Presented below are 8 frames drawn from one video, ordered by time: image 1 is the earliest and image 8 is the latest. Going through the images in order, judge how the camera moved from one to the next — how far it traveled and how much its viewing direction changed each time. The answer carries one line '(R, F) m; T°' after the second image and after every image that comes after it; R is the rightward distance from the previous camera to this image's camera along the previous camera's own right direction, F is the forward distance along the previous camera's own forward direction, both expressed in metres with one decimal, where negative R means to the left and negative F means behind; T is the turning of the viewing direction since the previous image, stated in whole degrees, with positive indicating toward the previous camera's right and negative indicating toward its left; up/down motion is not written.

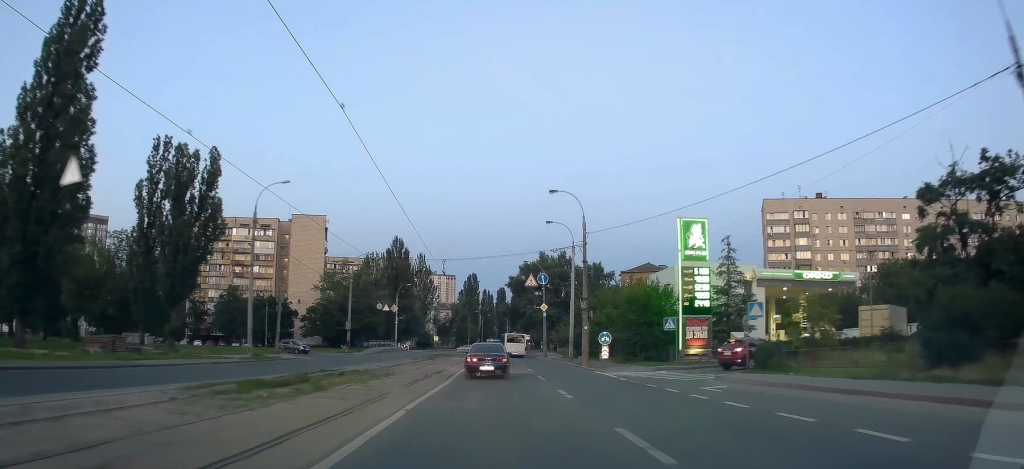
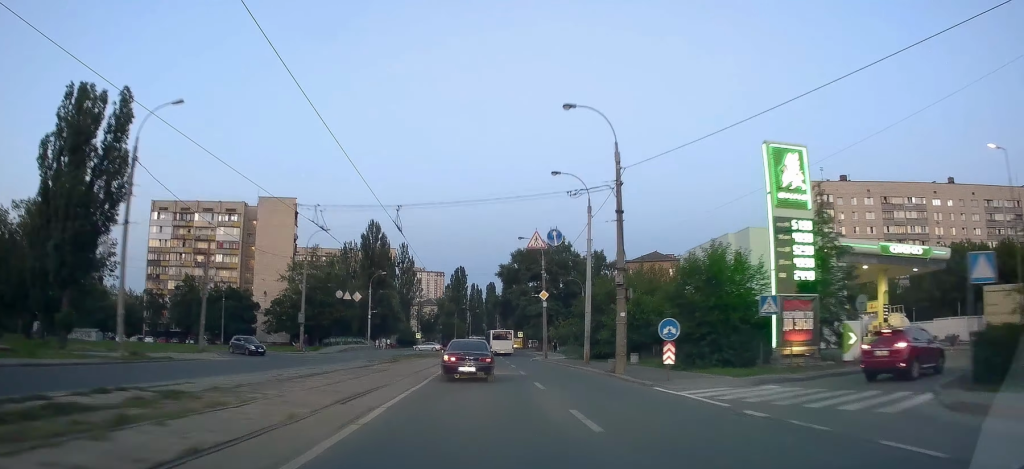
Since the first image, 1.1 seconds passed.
(-0.3, +16.4) m; 0°
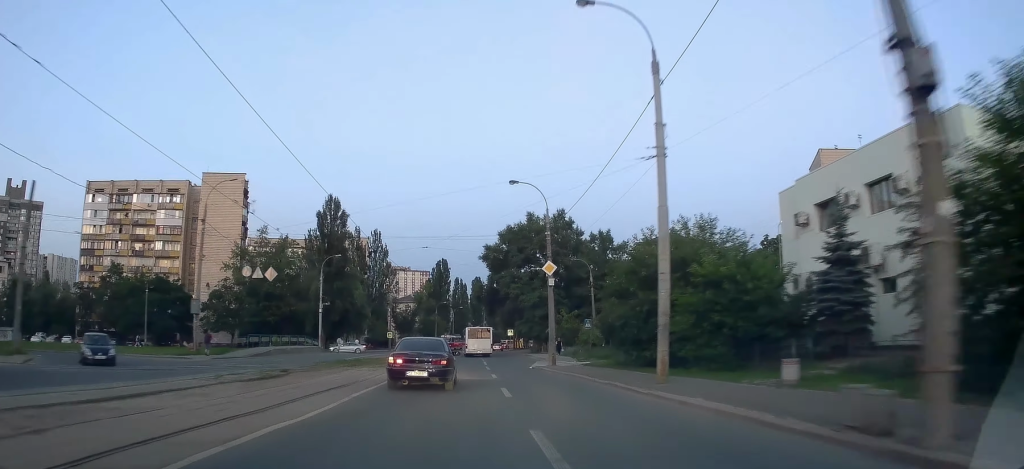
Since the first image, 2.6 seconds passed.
(+0.4, +24.0) m; +1°
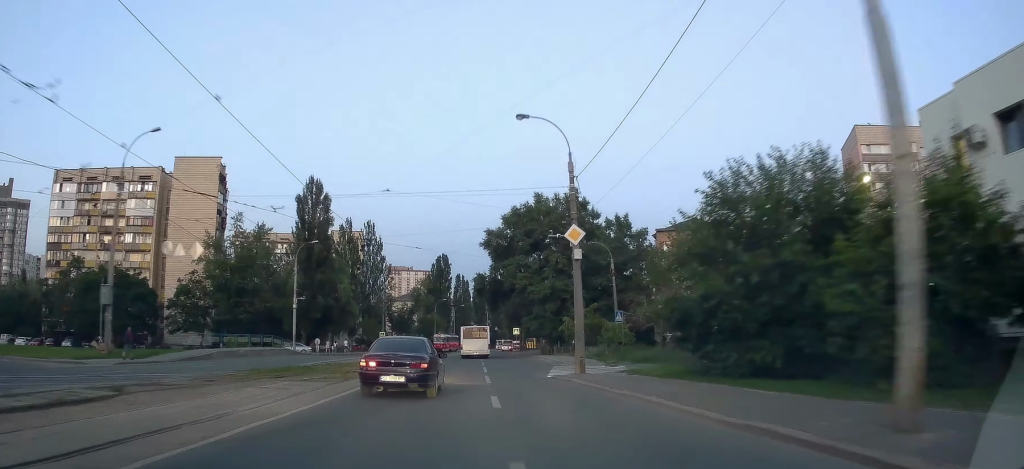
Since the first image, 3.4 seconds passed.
(+0.1, +13.5) m; +1°
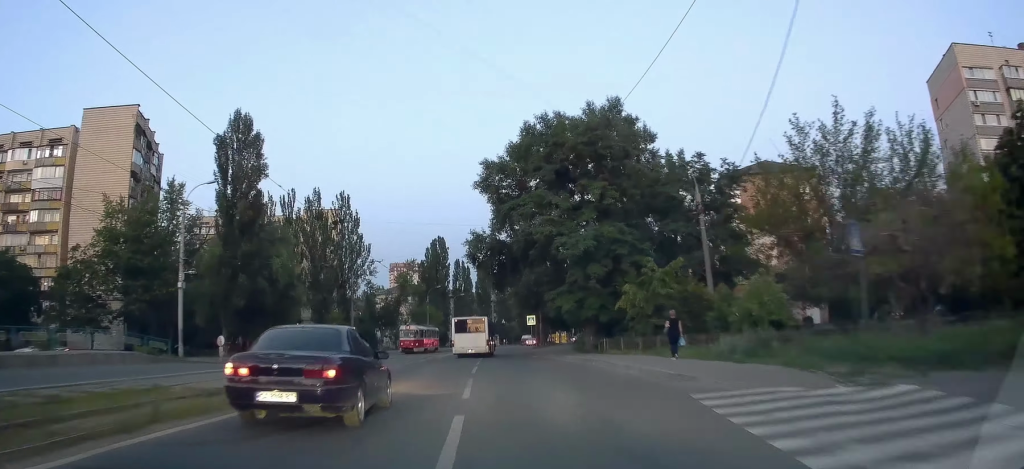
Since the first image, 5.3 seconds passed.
(+0.4, +28.2) m; 0°
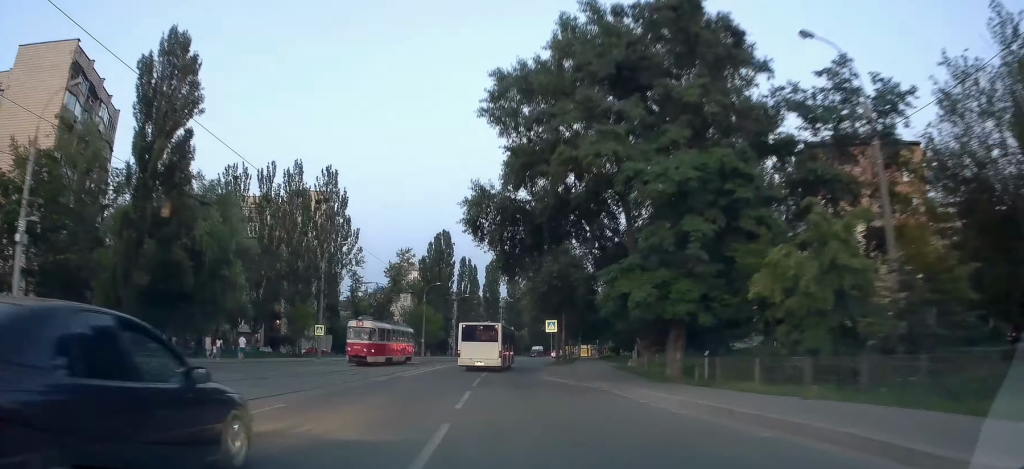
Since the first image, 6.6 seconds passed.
(-0.2, +18.2) m; 0°
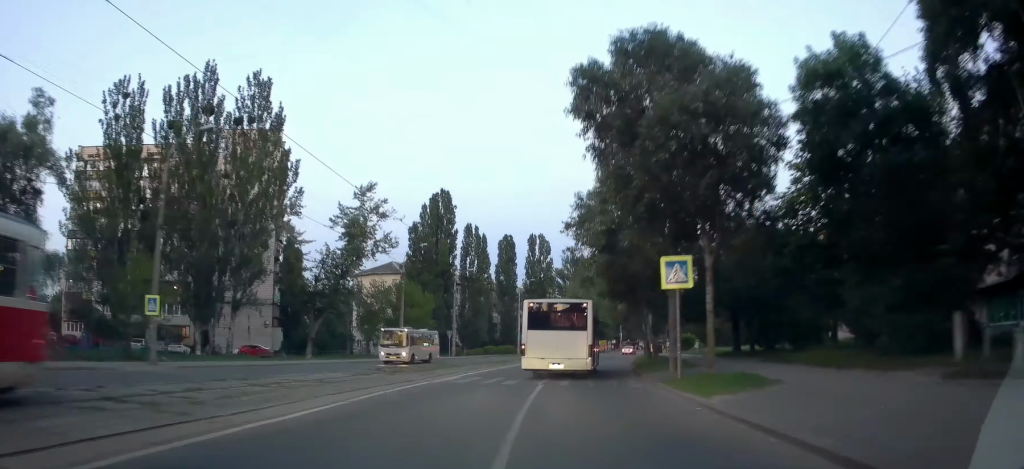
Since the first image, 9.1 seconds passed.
(0.0, +33.7) m; -1°
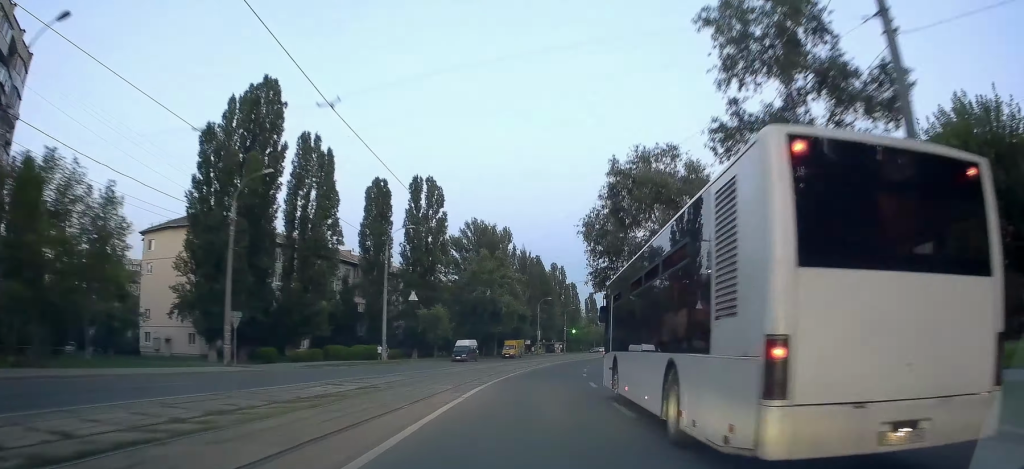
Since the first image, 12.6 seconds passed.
(+0.9, +45.4) m; +6°
